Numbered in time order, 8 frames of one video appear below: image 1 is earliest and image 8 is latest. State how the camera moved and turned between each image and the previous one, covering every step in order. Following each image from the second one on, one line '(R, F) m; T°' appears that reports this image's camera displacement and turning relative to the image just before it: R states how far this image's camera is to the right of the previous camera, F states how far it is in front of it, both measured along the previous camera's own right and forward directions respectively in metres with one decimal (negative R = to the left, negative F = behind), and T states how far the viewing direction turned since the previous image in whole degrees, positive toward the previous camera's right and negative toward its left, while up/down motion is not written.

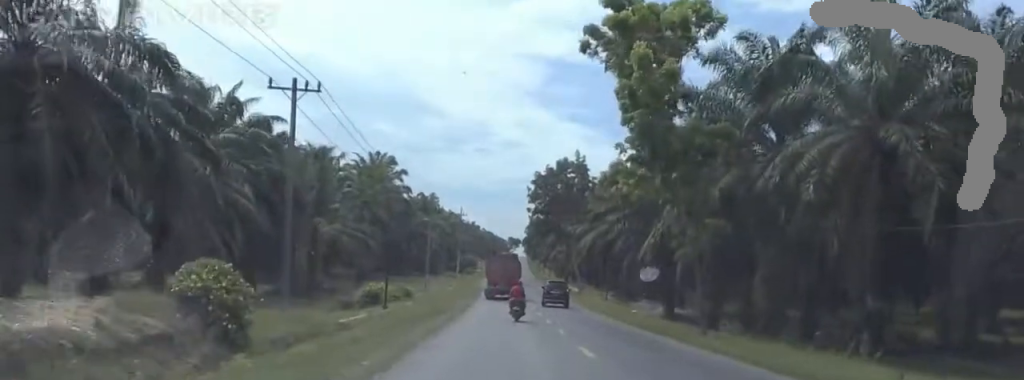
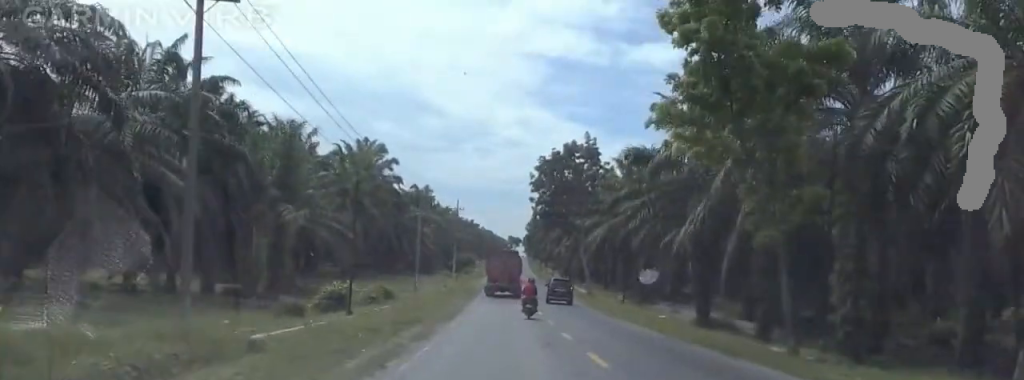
(0.0, +10.8) m; 0°
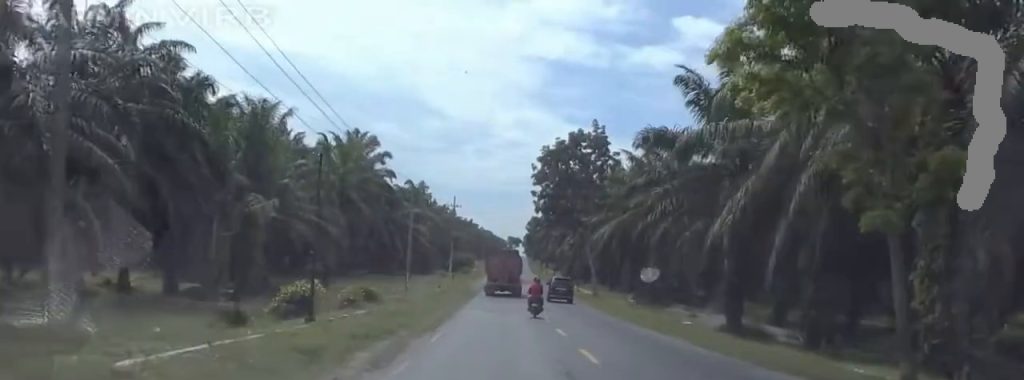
(0.0, +7.2) m; 0°
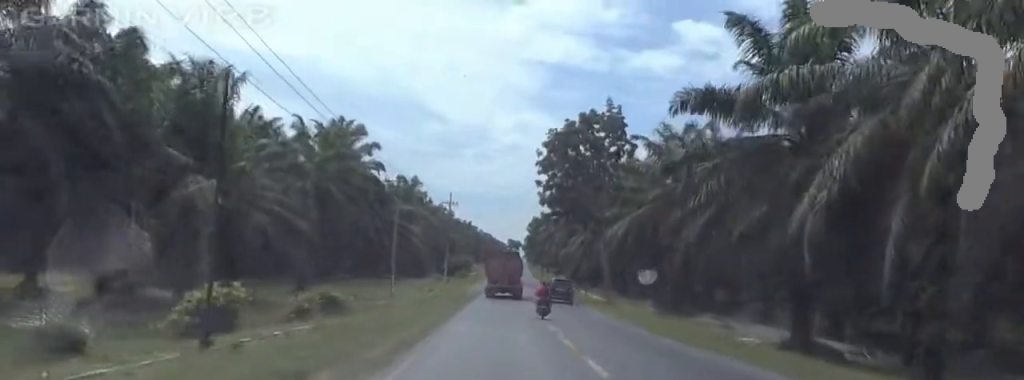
(0.0, +10.2) m; 0°
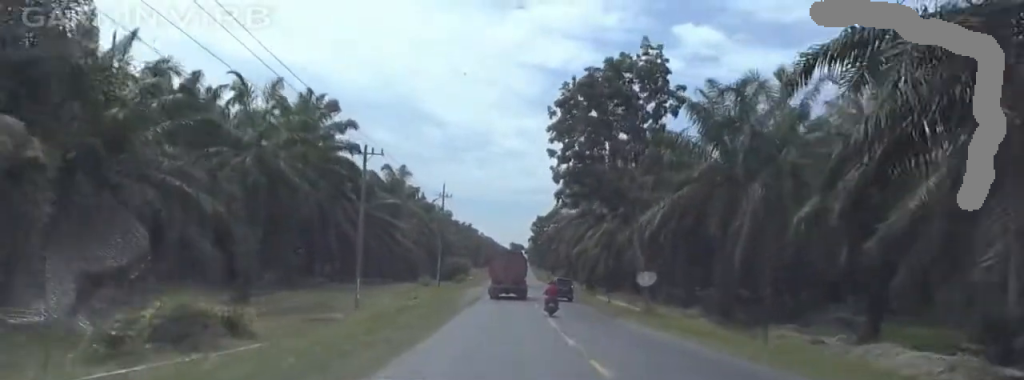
(0.0, +16.8) m; +3°
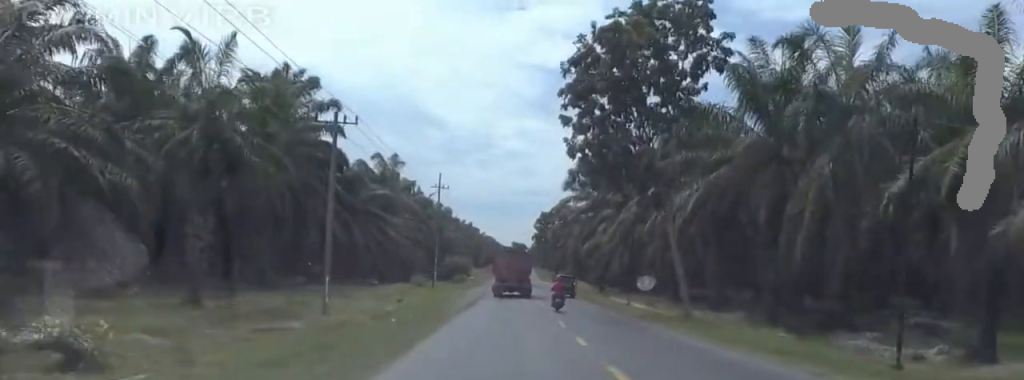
(+0.3, +9.6) m; +1°
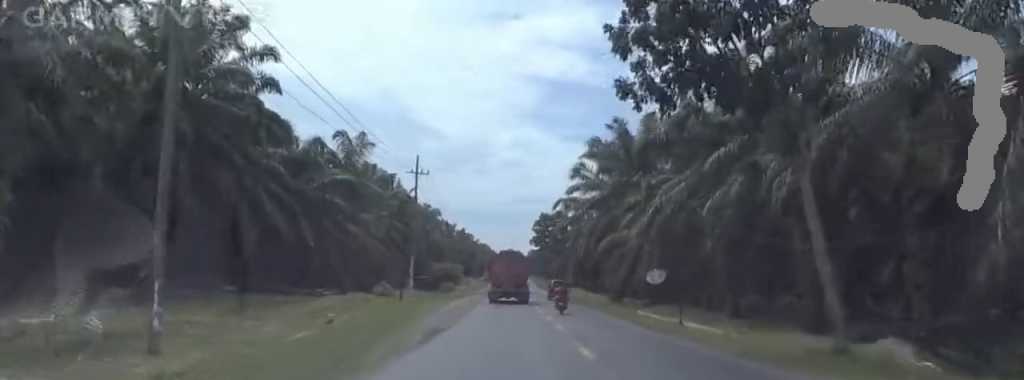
(-0.1, +19.2) m; -2°
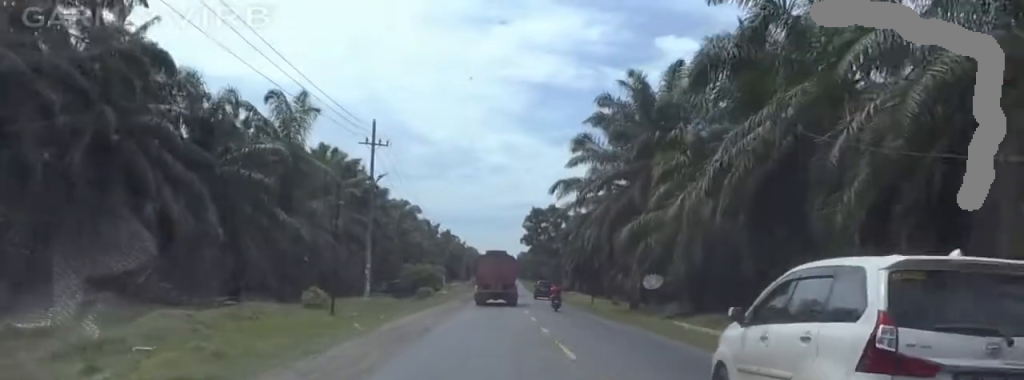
(-0.3, +18.0) m; +2°
